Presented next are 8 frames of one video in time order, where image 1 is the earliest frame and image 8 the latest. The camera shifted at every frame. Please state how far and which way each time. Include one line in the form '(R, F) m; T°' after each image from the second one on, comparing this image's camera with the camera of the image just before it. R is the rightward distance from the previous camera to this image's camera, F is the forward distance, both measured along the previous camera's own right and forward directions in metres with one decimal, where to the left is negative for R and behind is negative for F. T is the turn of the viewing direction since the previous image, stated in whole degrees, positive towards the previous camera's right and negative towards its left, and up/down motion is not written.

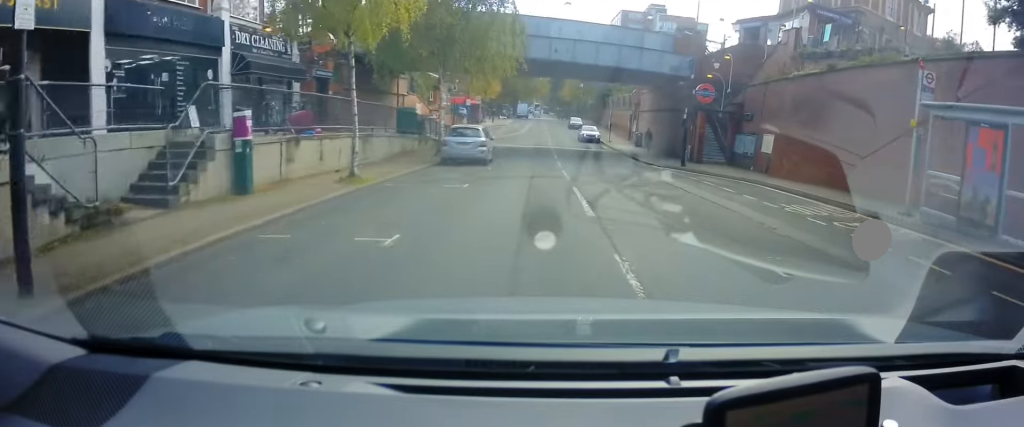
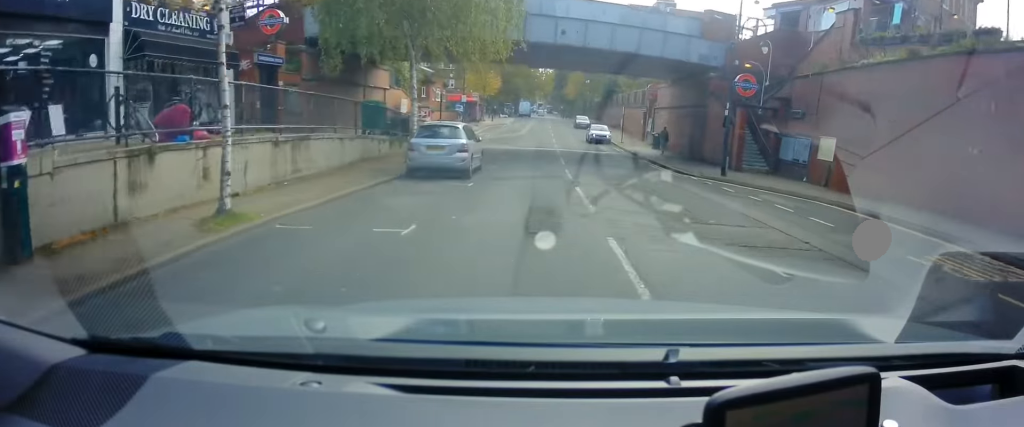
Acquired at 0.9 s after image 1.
(-0.1, +5.8) m; +1°
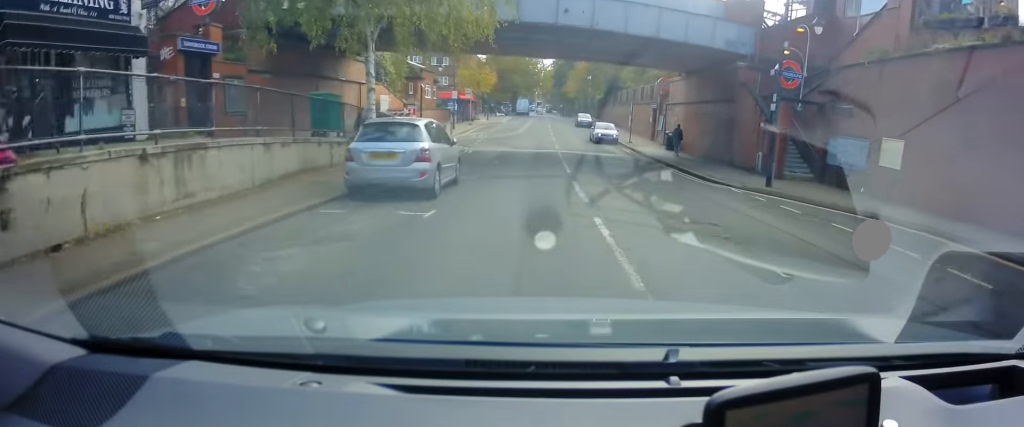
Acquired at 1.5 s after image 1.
(+0.2, +4.6) m; 0°
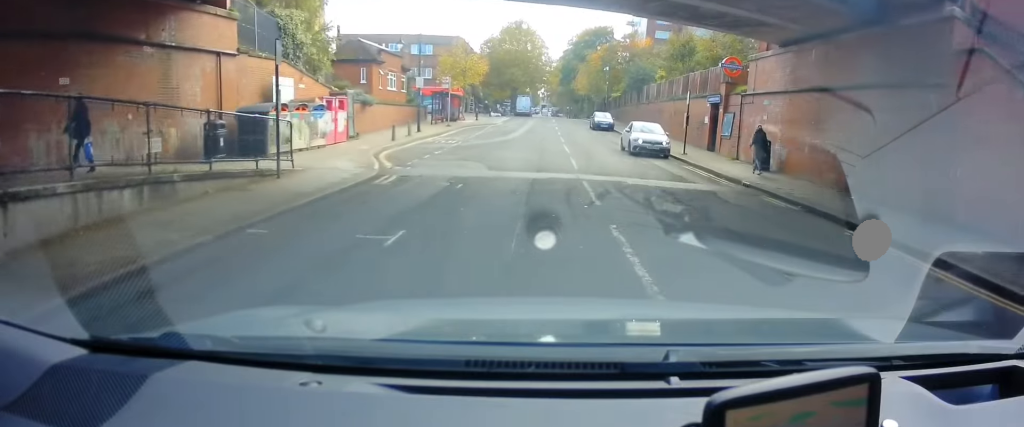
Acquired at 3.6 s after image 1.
(+0.1, +14.6) m; -2°
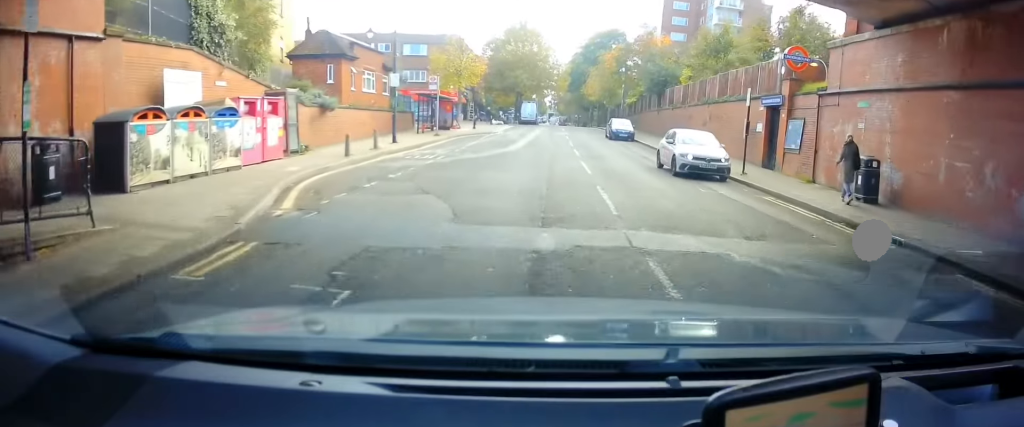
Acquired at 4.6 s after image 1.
(-0.6, +6.9) m; +1°
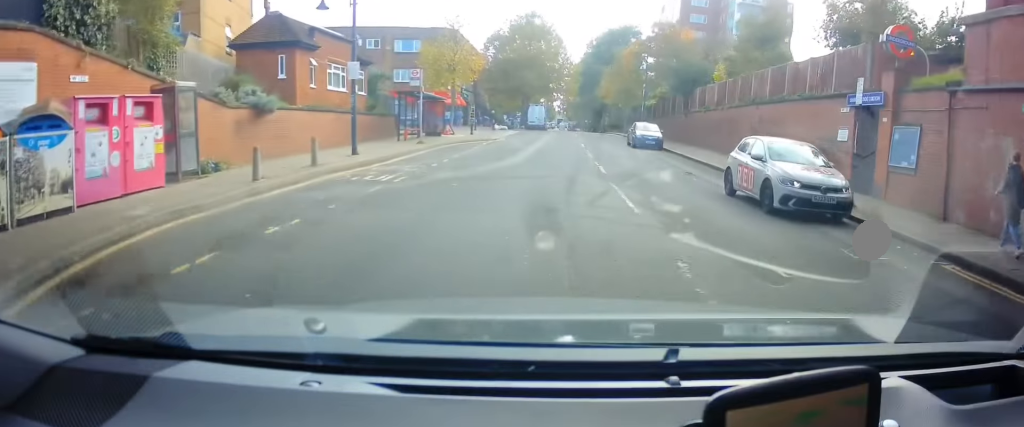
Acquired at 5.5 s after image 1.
(+0.6, +6.8) m; +6°
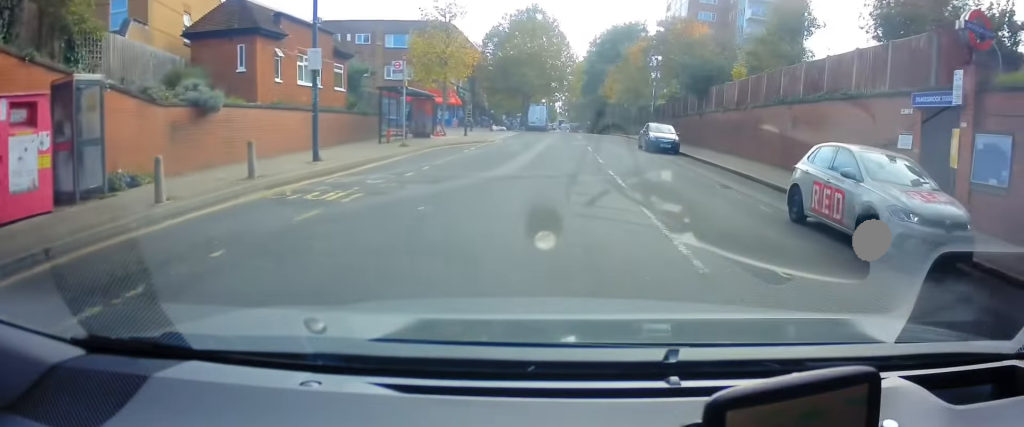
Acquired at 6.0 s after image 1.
(0.0, +3.5) m; 0°
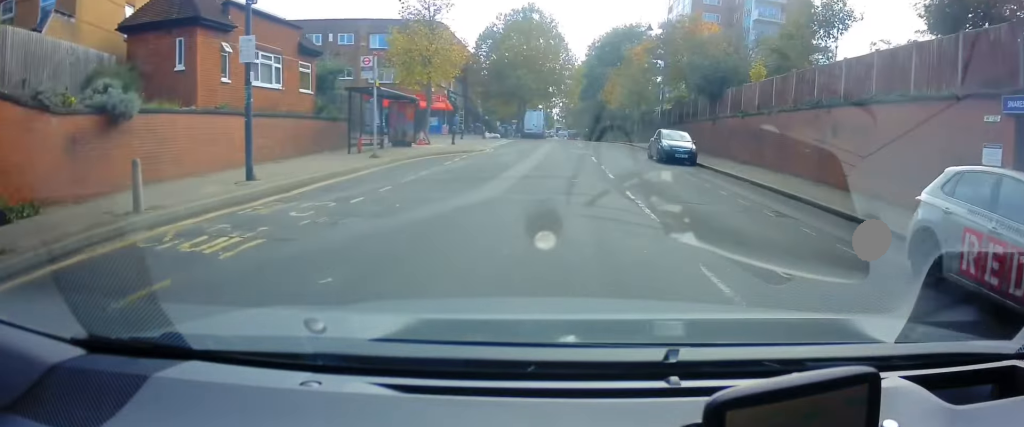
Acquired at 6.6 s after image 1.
(+0.1, +3.7) m; -1°
